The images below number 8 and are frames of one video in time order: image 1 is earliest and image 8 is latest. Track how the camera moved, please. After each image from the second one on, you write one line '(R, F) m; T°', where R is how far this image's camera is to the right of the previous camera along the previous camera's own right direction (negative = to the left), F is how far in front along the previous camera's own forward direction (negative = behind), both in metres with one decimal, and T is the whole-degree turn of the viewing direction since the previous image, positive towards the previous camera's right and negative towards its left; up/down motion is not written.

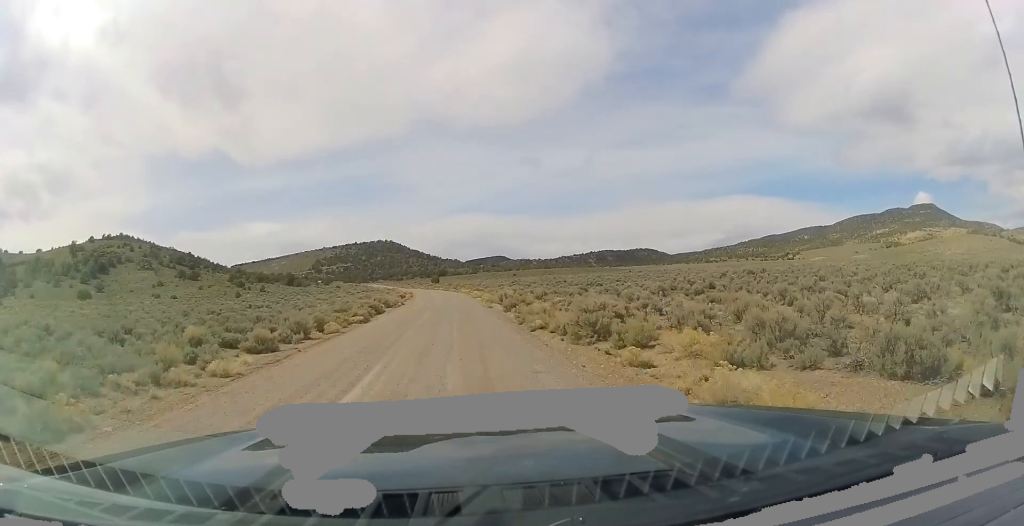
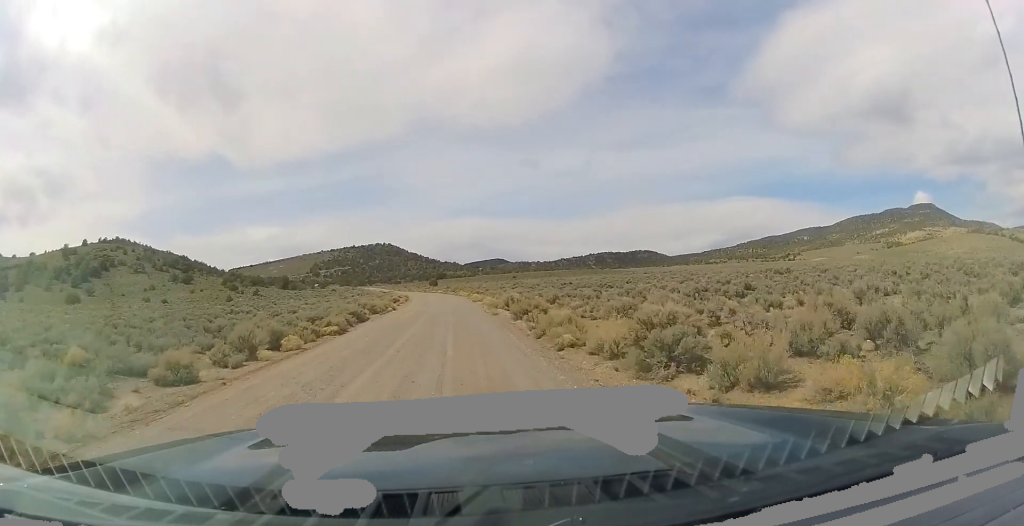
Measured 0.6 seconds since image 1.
(0.0, +6.1) m; 0°
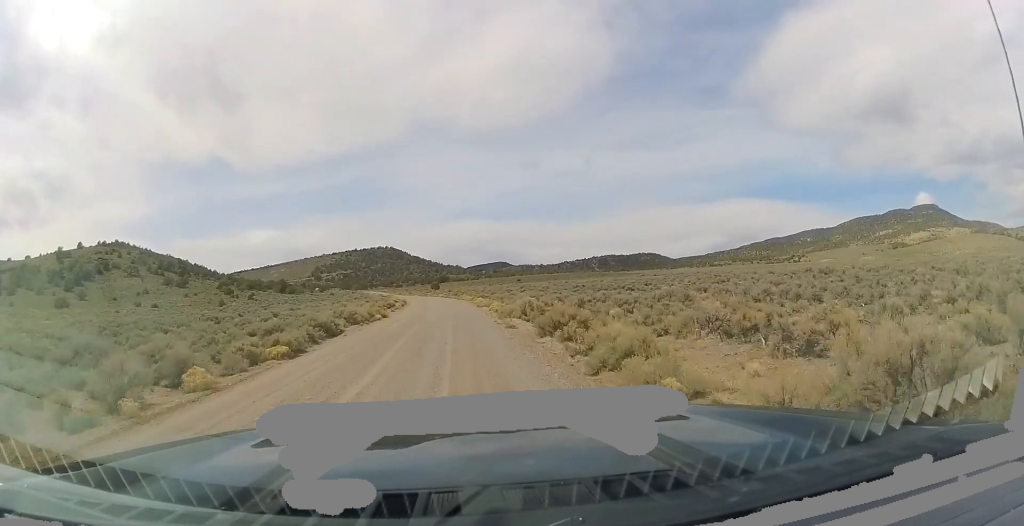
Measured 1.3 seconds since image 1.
(0.0, +7.7) m; +2°
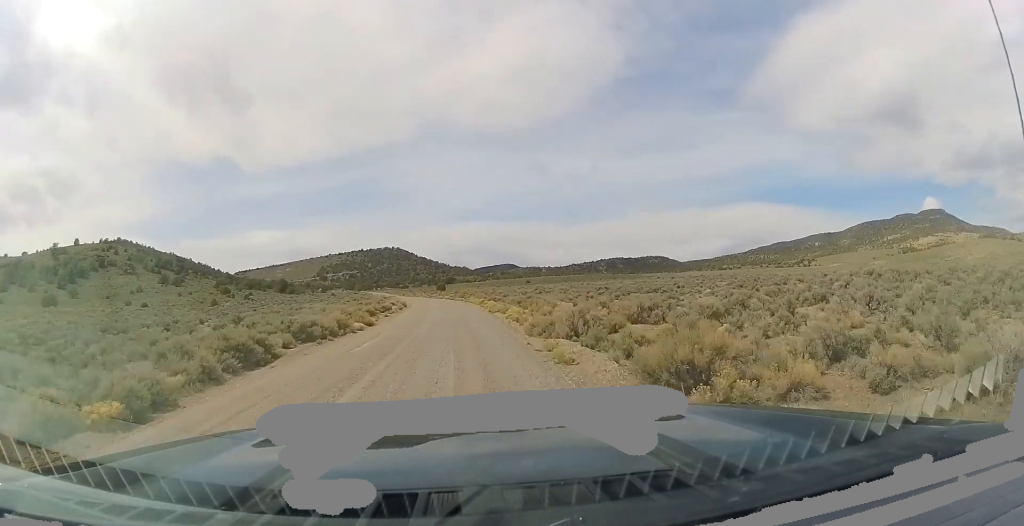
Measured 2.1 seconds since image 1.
(+0.3, +9.8) m; -1°
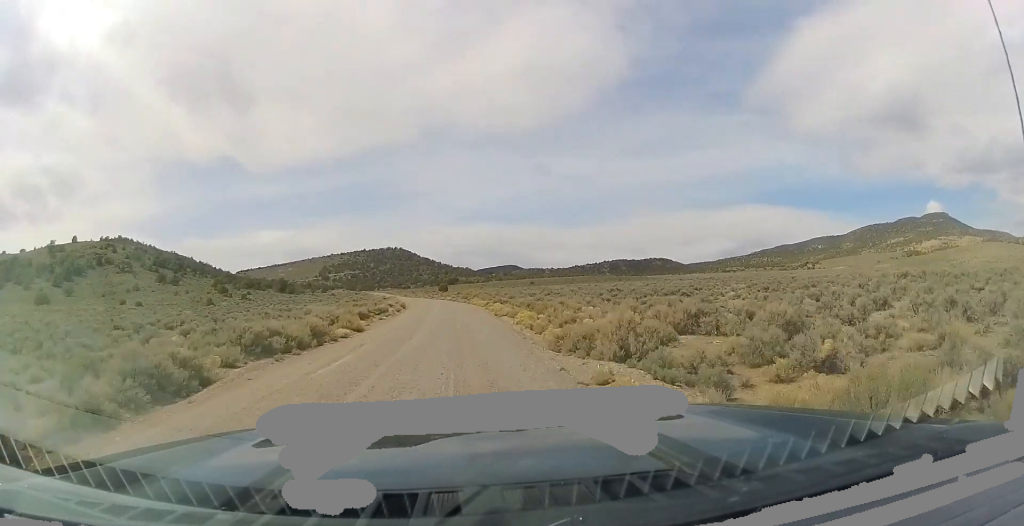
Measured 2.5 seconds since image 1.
(+0.1, +4.6) m; -1°
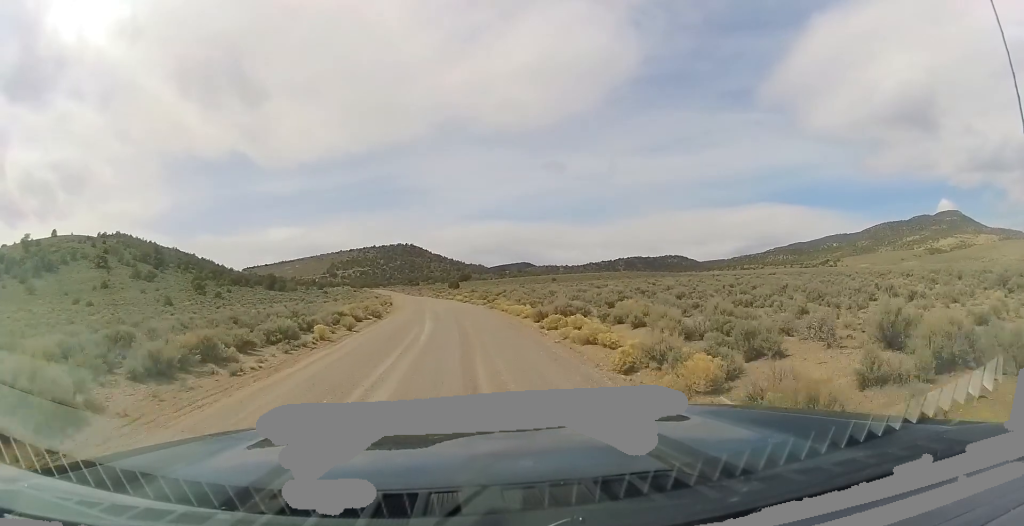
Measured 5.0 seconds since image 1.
(-0.6, +29.7) m; -1°
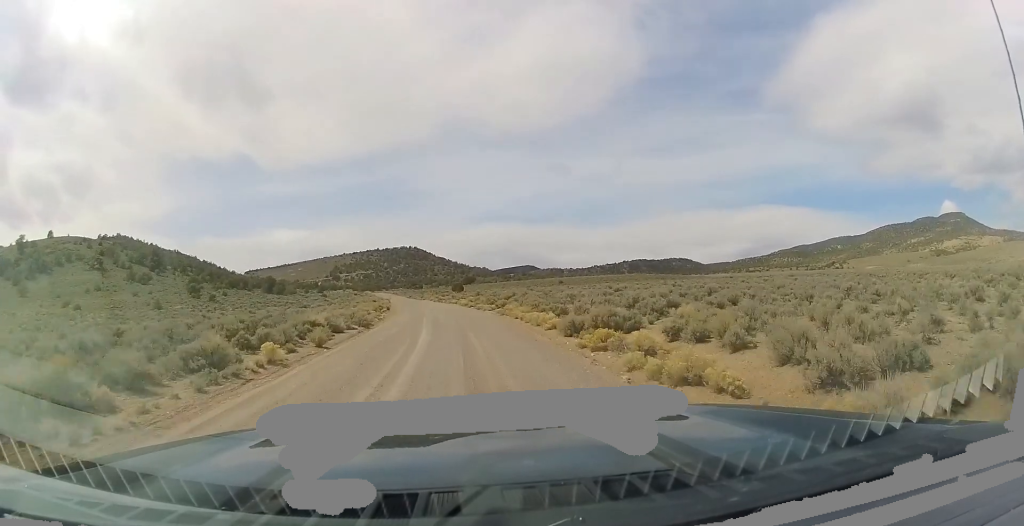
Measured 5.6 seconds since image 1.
(0.0, +6.5) m; -1°
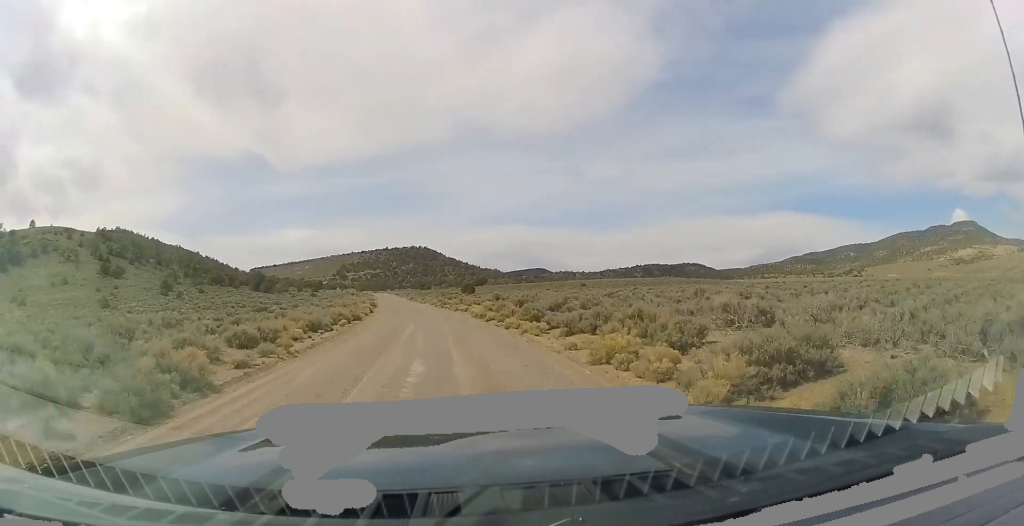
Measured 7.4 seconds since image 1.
(-0.6, +23.3) m; -2°
